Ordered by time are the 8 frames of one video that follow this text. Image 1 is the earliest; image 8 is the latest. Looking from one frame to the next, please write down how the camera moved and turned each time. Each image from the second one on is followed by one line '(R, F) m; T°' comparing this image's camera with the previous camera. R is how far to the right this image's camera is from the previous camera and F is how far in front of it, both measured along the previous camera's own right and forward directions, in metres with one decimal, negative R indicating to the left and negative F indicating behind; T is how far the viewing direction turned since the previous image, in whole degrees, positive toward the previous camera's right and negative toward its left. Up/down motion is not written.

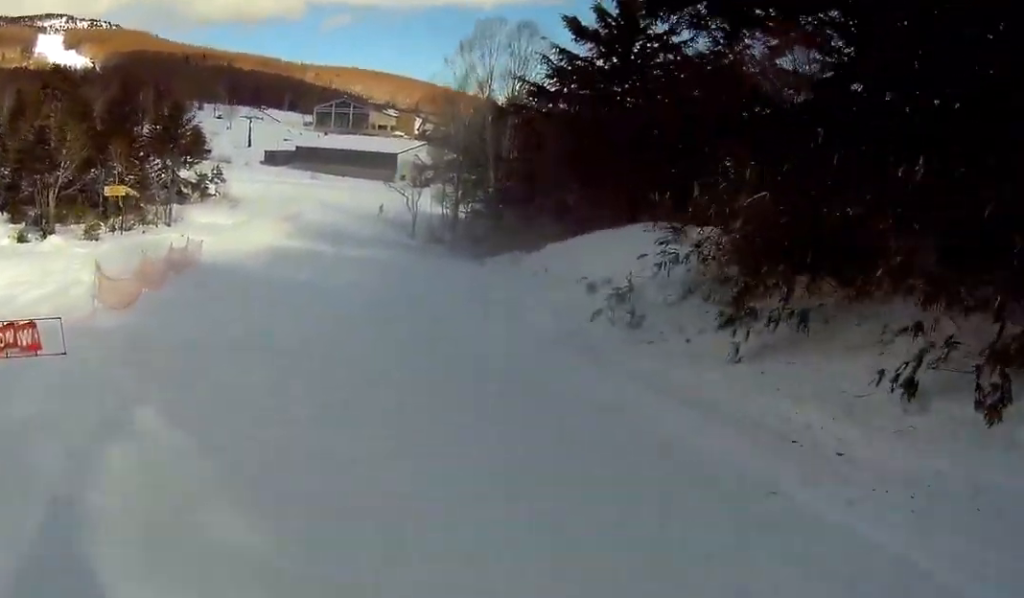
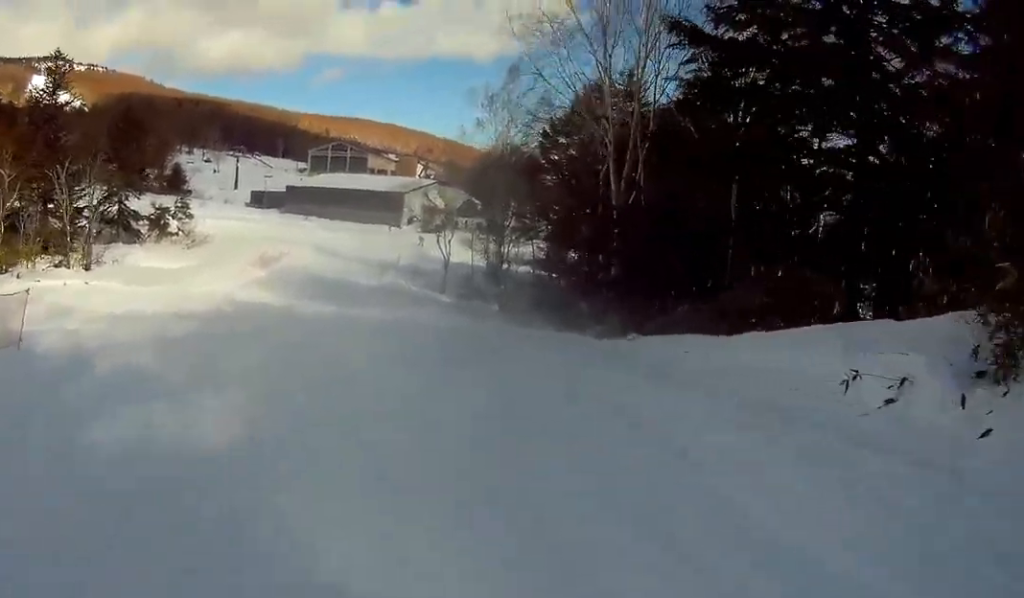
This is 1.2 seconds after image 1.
(+0.5, +22.8) m; +6°
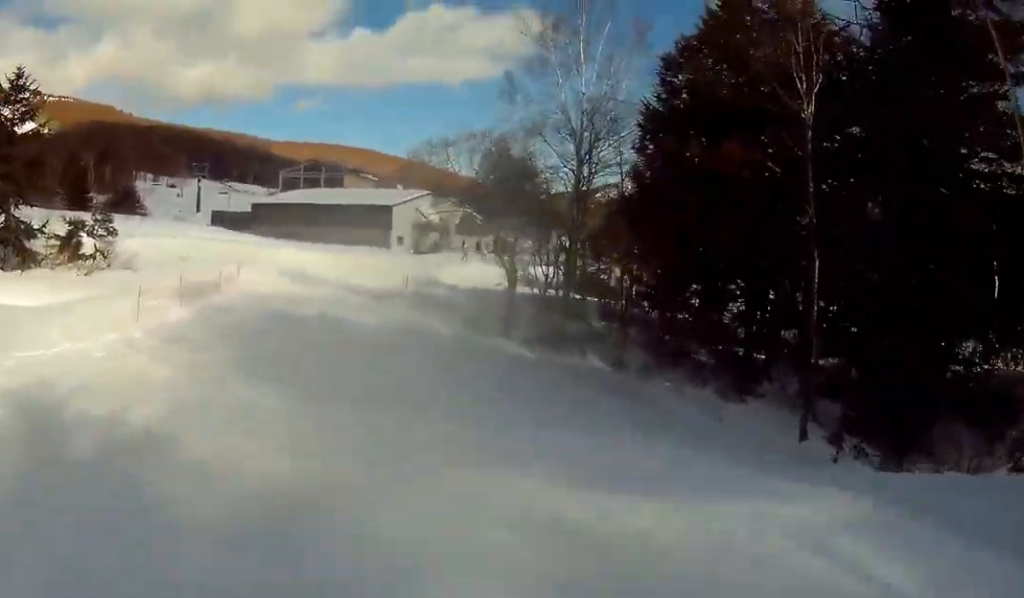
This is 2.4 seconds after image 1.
(+1.8, +21.3) m; +4°
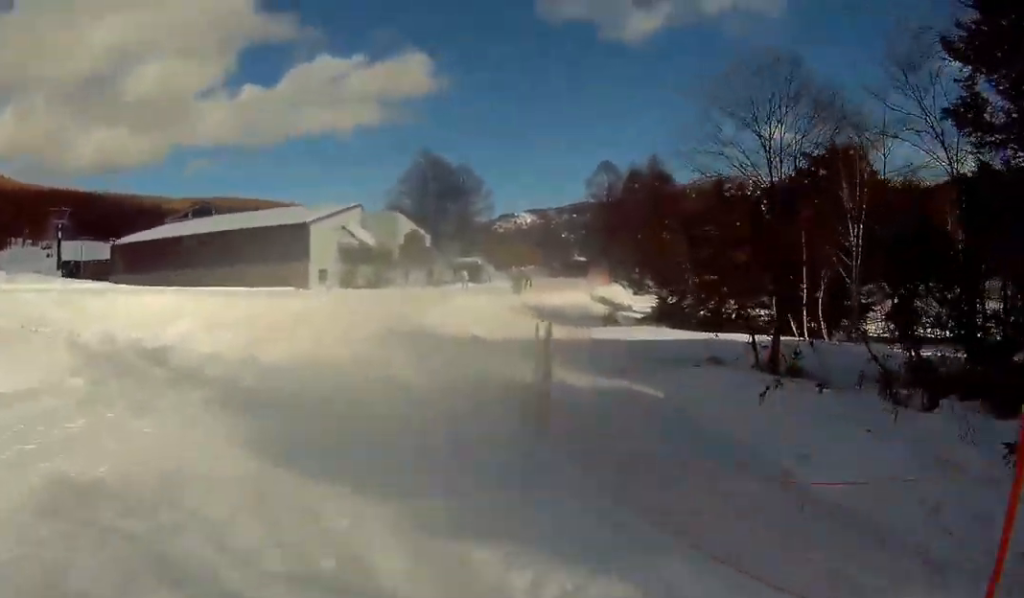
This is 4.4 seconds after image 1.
(-1.3, +28.9) m; +3°
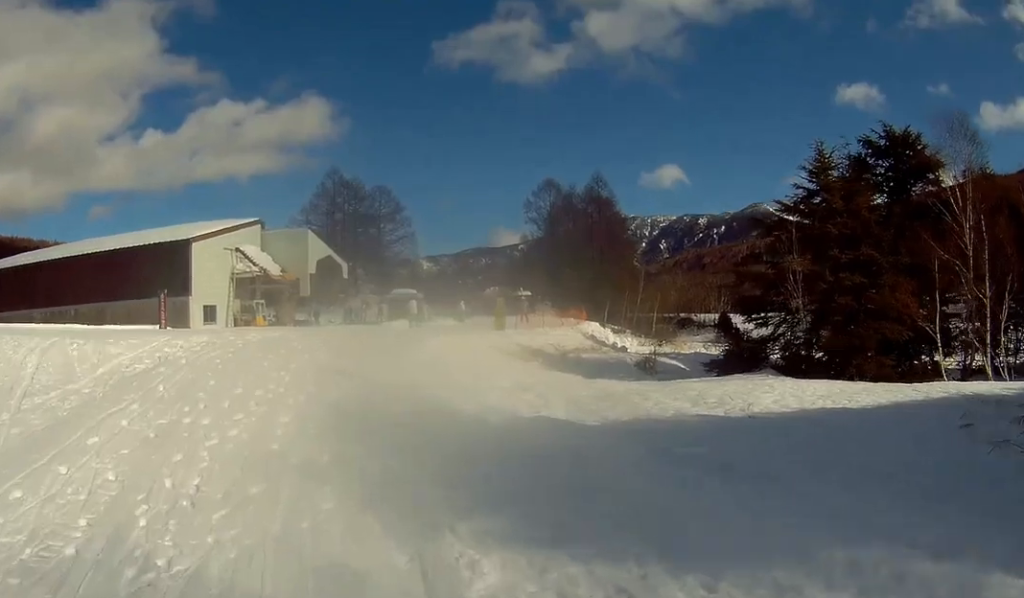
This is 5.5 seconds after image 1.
(+1.8, +10.8) m; +27°
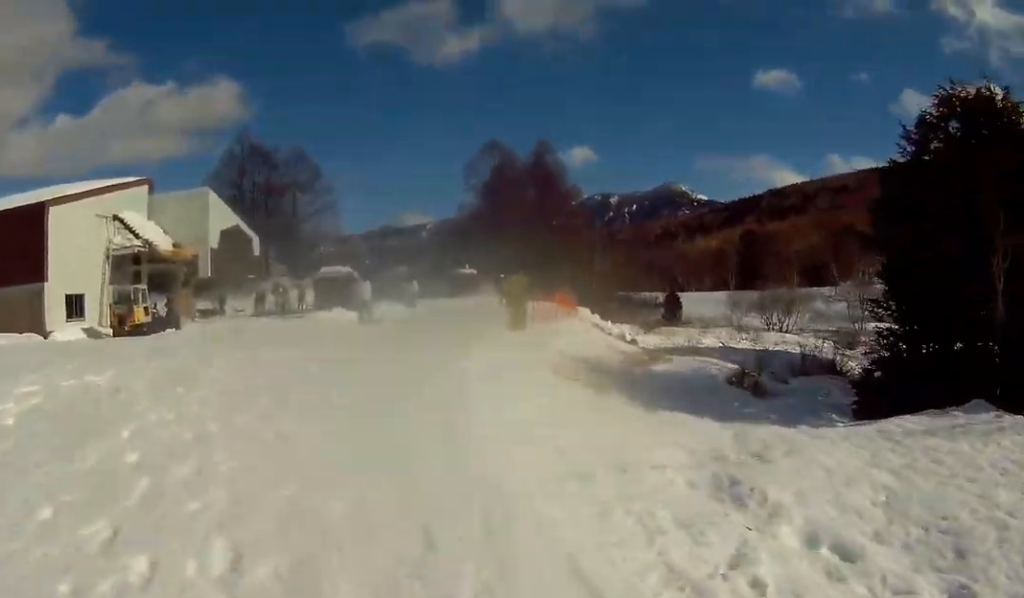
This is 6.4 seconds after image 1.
(+2.5, +7.3) m; +19°
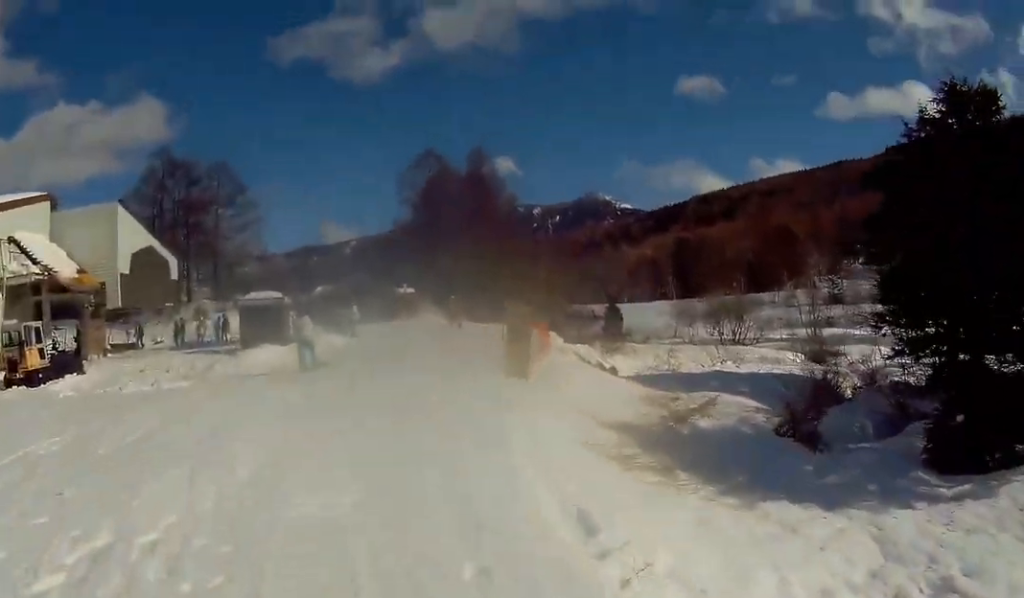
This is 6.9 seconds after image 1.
(0.0, +3.2) m; 0°
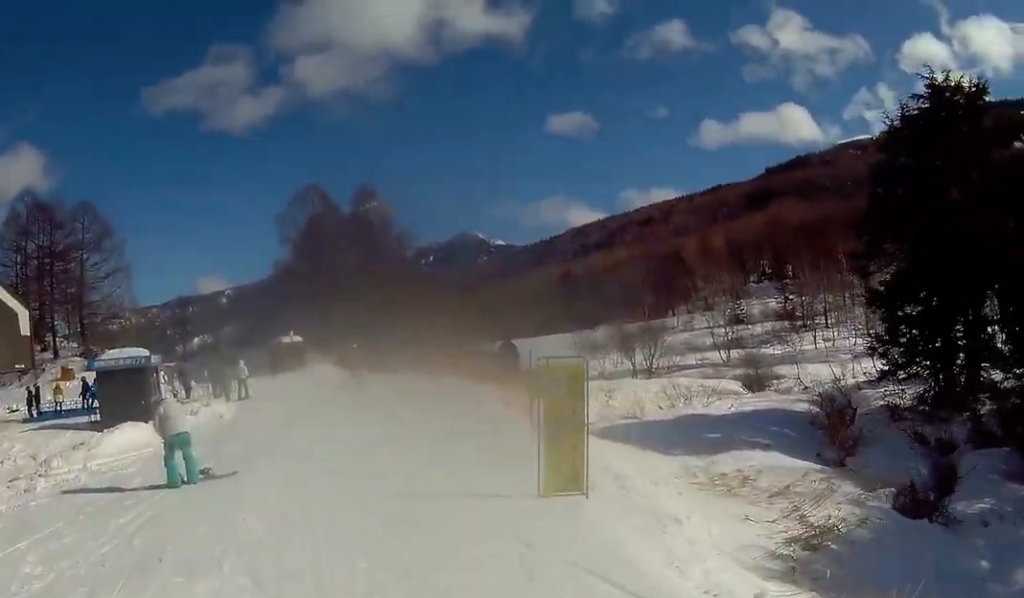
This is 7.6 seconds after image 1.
(0.0, +4.4) m; 0°
